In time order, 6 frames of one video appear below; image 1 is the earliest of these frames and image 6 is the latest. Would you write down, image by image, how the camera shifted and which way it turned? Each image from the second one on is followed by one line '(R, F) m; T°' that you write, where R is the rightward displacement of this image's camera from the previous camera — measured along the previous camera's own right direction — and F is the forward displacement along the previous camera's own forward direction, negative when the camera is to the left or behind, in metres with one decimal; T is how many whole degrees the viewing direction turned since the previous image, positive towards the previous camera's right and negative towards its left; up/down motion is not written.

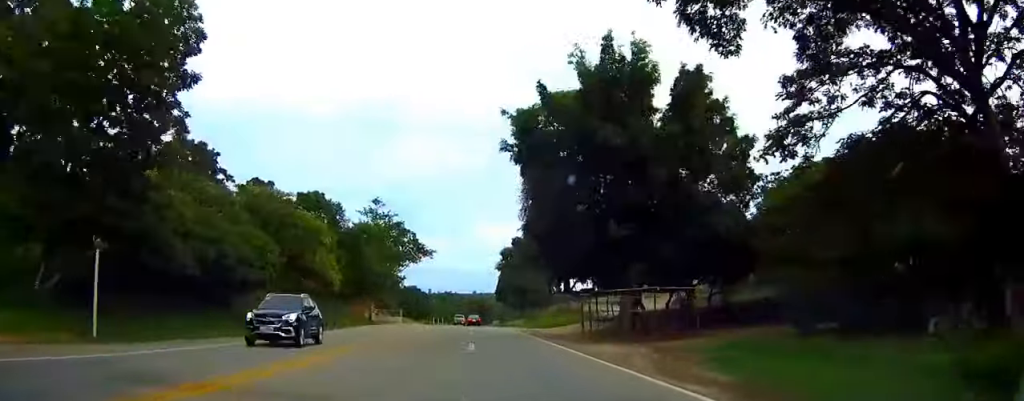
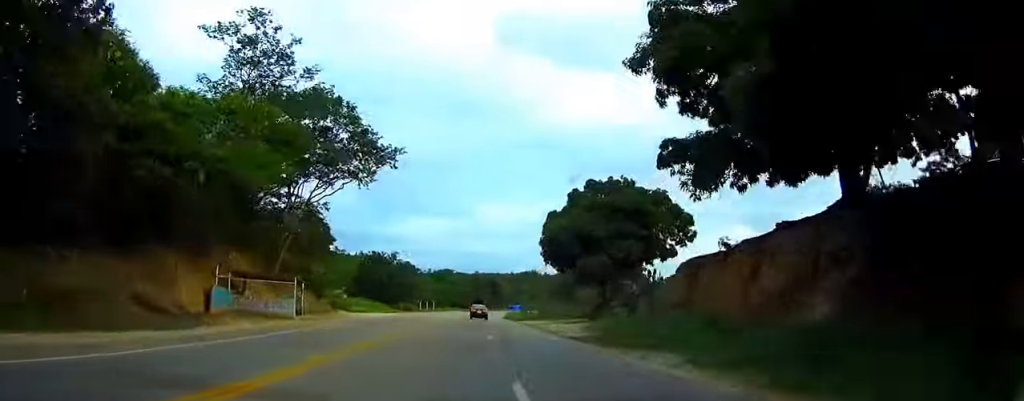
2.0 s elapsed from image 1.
(-0.2, +63.3) m; 0°
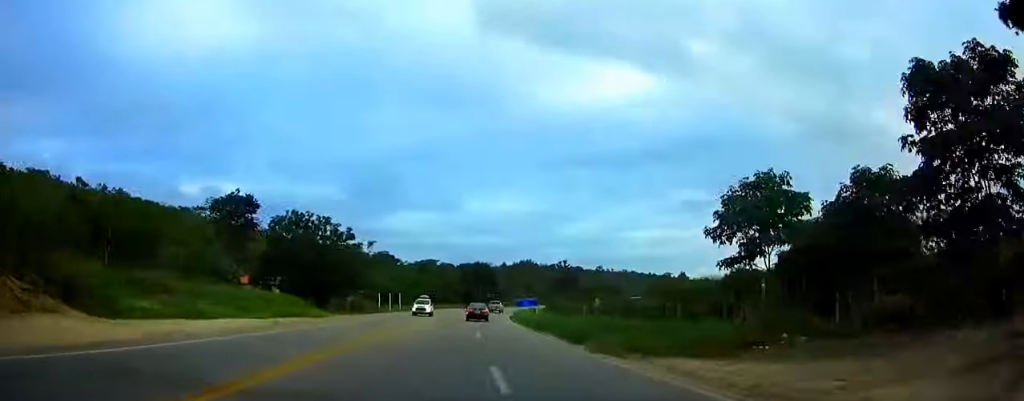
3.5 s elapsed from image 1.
(+0.4, +45.6) m; +1°
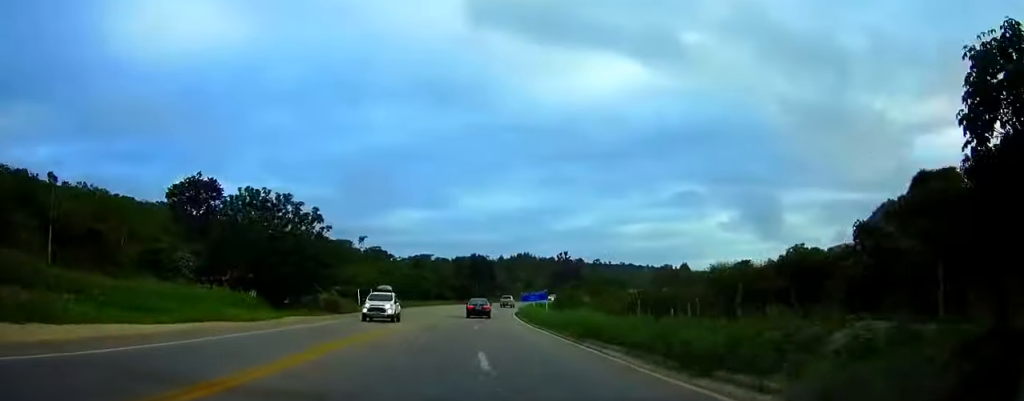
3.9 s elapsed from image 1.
(+0.1, +13.3) m; 0°
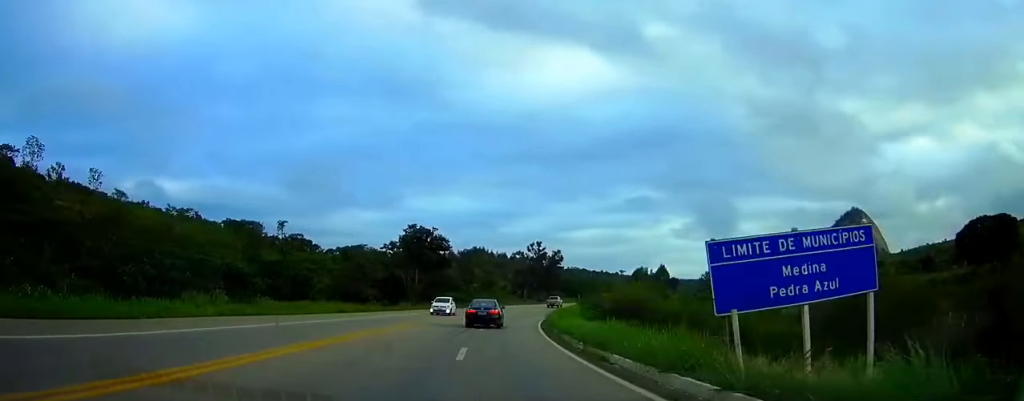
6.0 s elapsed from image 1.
(+2.0, +62.3) m; +5°
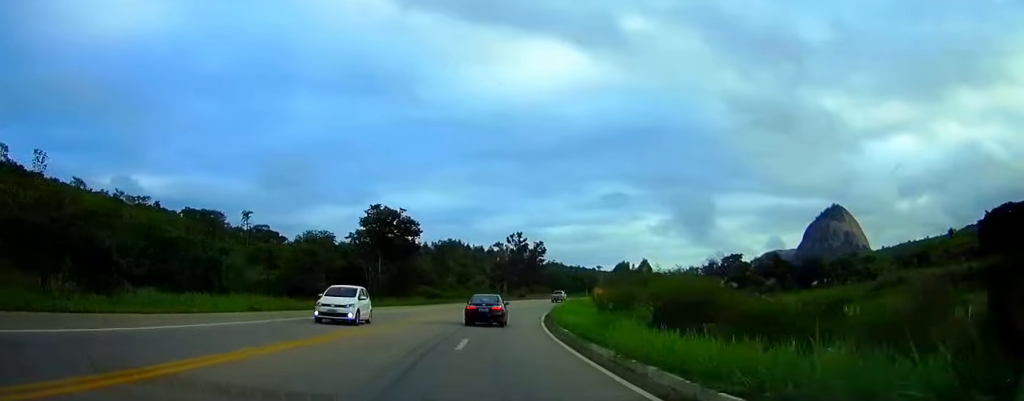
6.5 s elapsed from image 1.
(+0.1, +14.8) m; +2°
